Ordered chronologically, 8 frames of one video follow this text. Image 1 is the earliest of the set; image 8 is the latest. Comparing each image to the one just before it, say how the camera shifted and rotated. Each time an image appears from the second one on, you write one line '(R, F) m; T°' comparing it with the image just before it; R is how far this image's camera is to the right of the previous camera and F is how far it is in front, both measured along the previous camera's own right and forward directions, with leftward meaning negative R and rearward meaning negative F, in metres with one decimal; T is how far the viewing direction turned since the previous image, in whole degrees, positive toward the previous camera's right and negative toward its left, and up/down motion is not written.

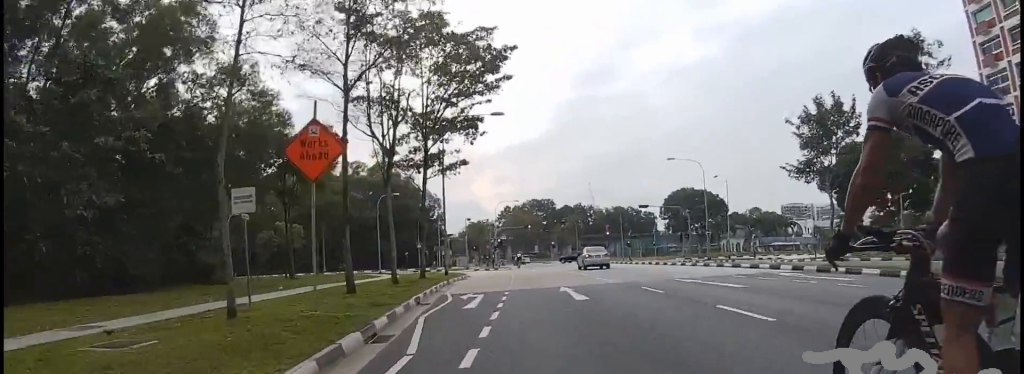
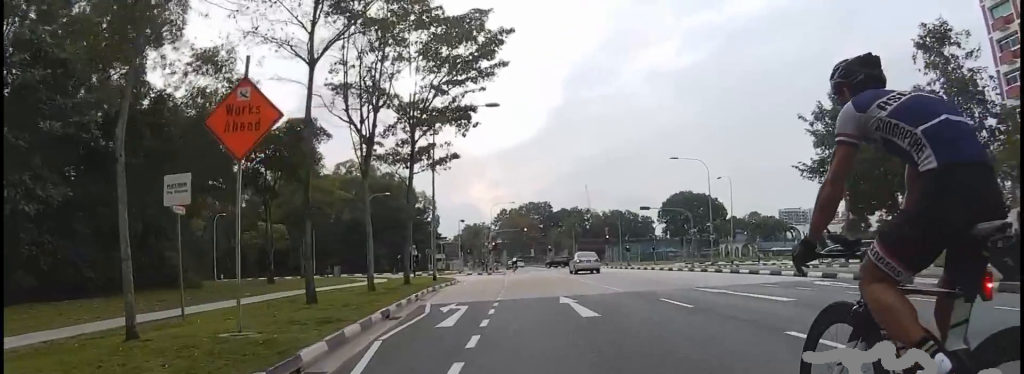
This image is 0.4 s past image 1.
(-0.3, +2.7) m; +1°
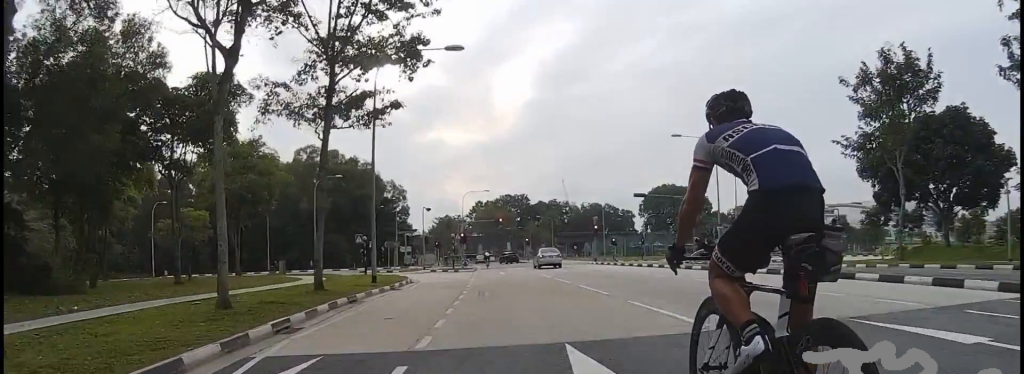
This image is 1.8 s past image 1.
(+1.6, +8.5) m; +10°
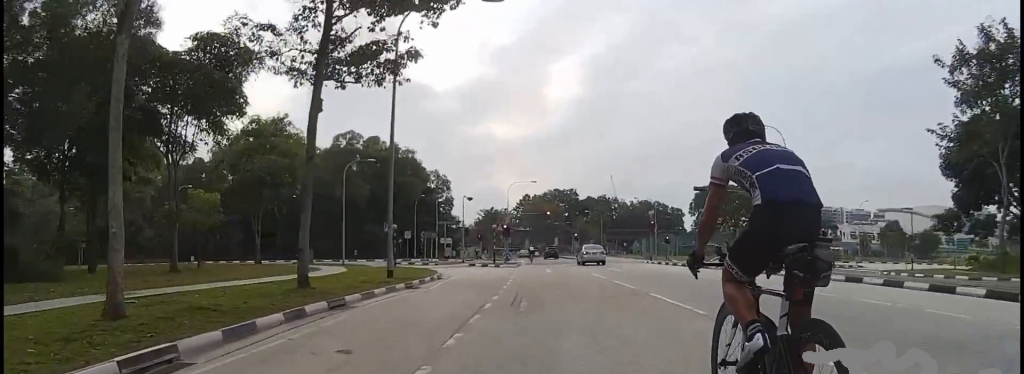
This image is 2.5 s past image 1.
(0.0, +4.6) m; +1°
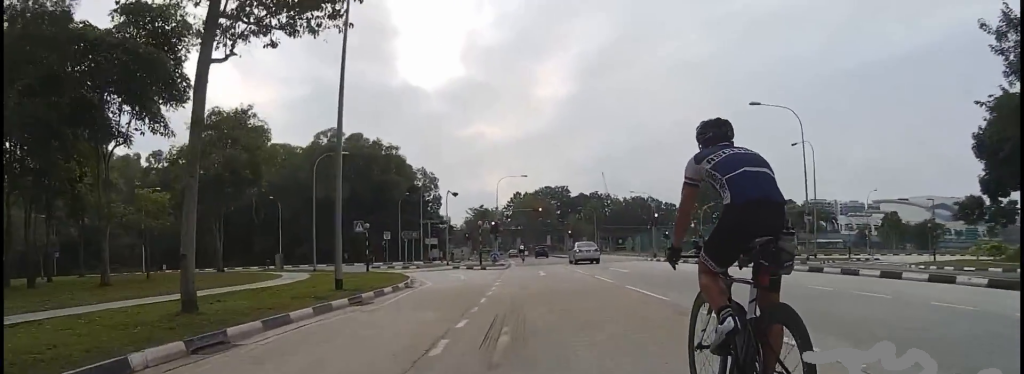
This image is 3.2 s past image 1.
(-0.1, +4.5) m; +4°
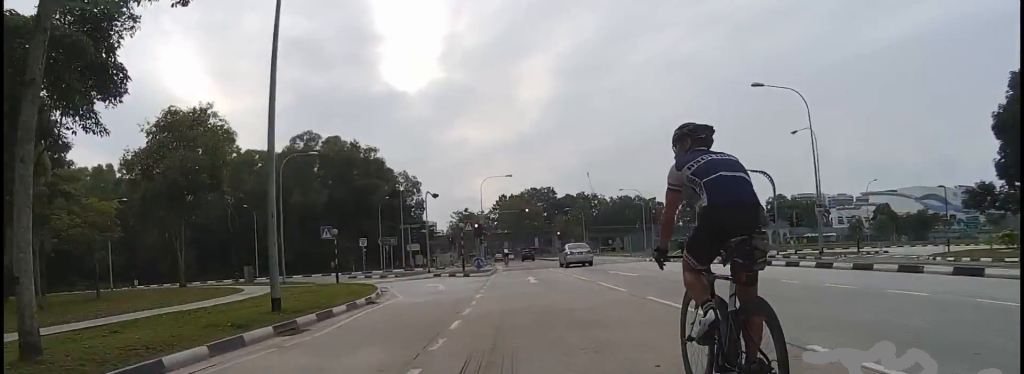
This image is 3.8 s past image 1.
(+0.2, +3.2) m; -5°
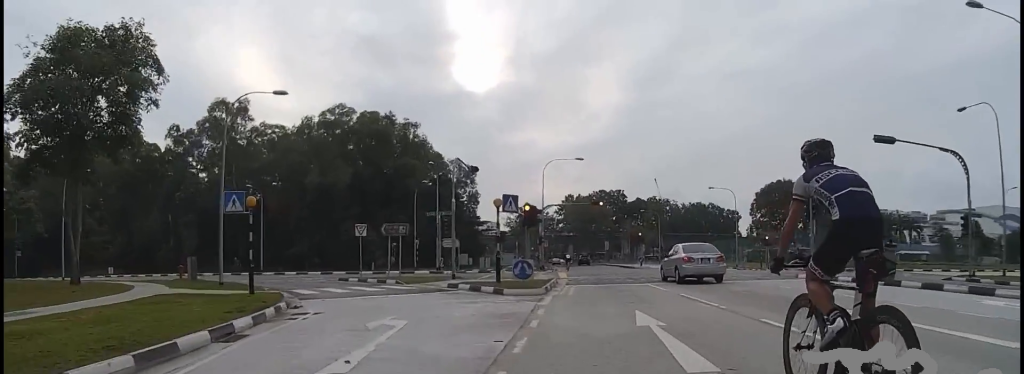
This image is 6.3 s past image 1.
(-1.6, +13.3) m; -5°
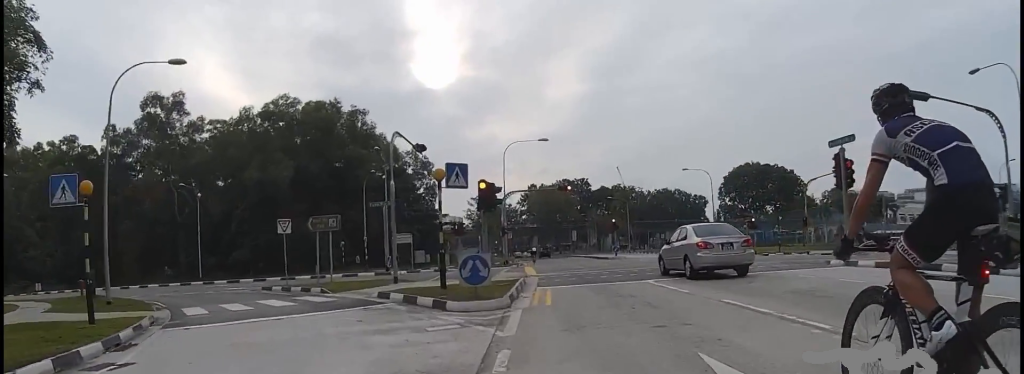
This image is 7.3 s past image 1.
(-0.5, +4.9) m; +3°
